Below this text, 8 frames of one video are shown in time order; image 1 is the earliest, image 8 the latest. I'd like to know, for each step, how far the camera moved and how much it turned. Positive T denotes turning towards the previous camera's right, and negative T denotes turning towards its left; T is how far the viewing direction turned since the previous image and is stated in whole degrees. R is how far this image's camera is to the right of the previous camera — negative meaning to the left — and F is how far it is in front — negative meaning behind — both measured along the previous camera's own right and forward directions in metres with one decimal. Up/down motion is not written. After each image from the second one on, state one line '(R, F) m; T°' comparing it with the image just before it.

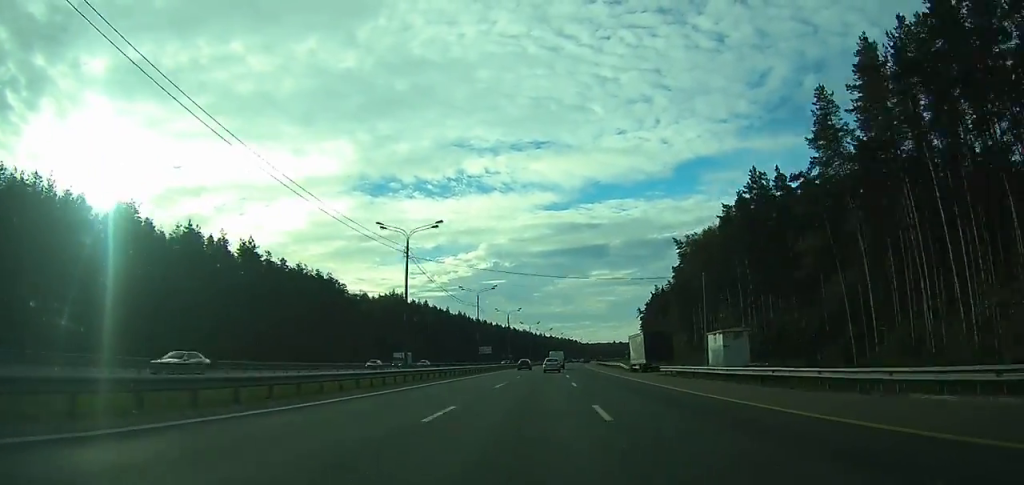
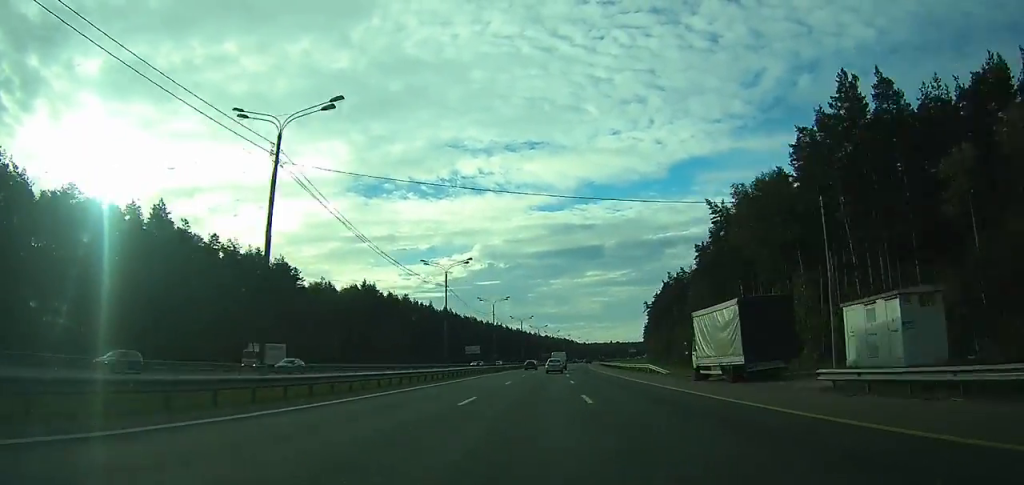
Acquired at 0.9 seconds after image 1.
(+0.1, +27.9) m; +1°
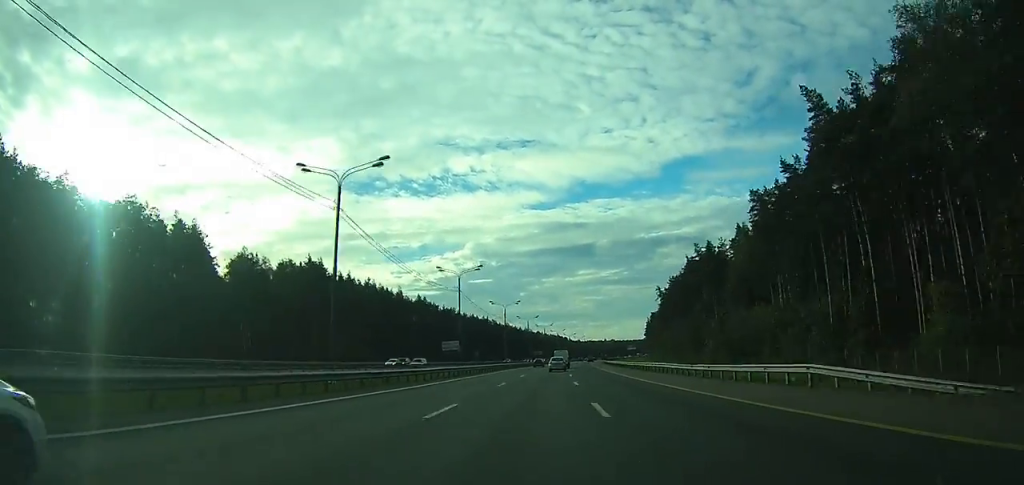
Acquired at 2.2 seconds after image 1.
(-0.1, +37.8) m; +1°
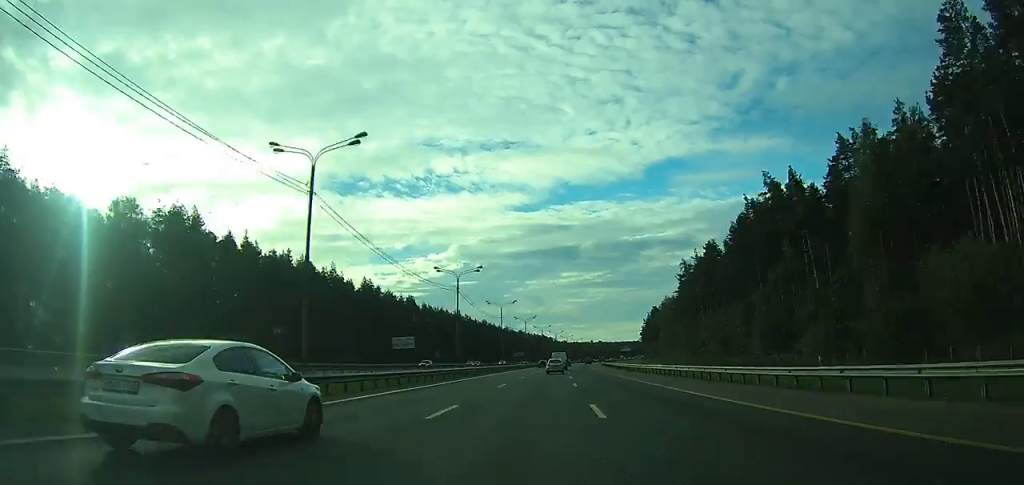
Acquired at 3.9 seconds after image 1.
(+0.7, +47.8) m; +1°
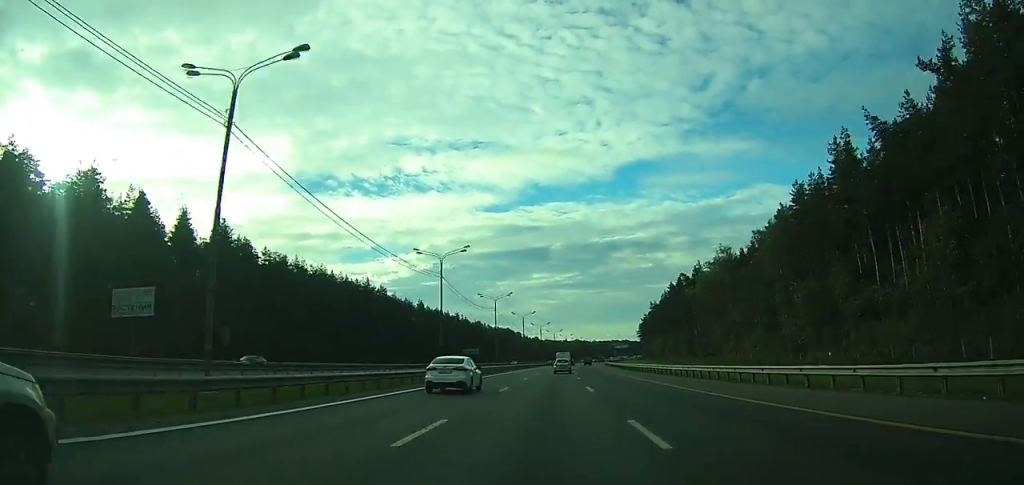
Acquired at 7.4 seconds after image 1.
(+2.7, +97.1) m; +3°
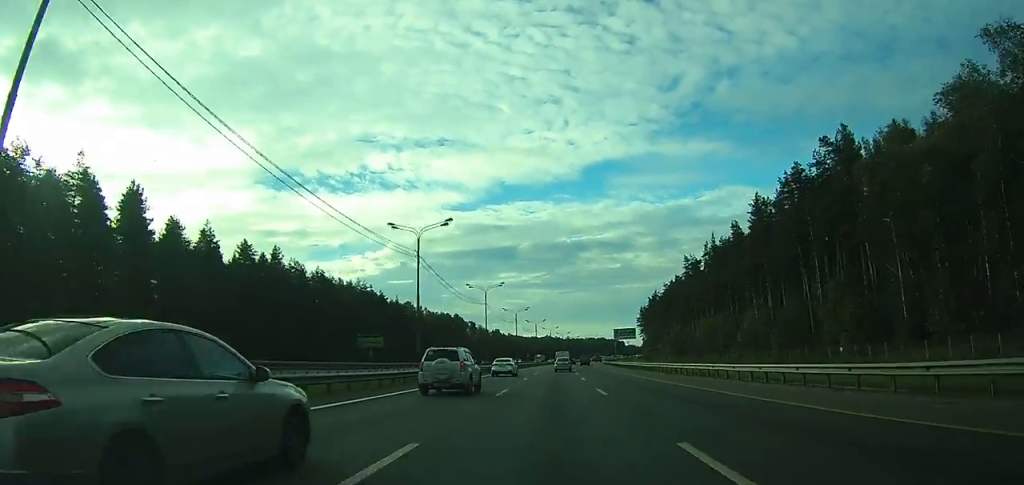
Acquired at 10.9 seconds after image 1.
(+2.1, +103.0) m; +3°
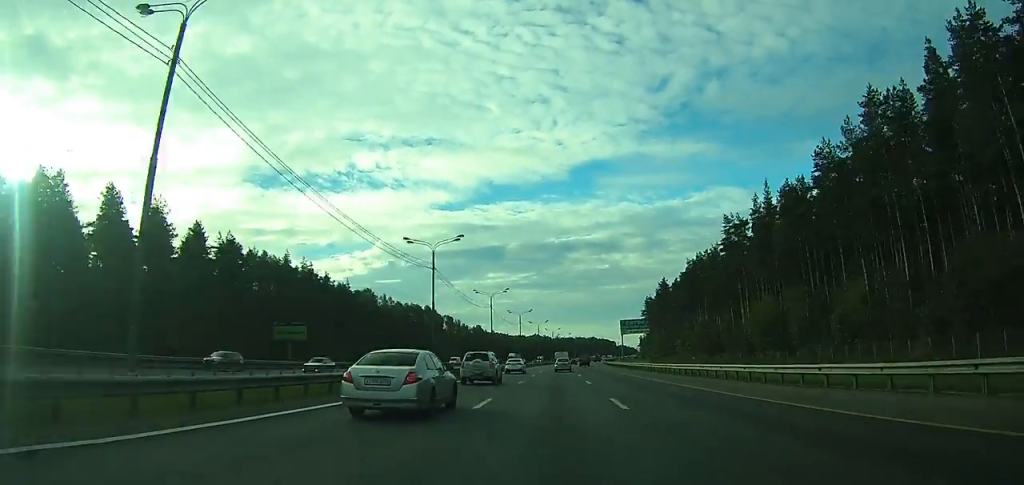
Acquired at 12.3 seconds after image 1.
(+0.3, +39.1) m; +1°
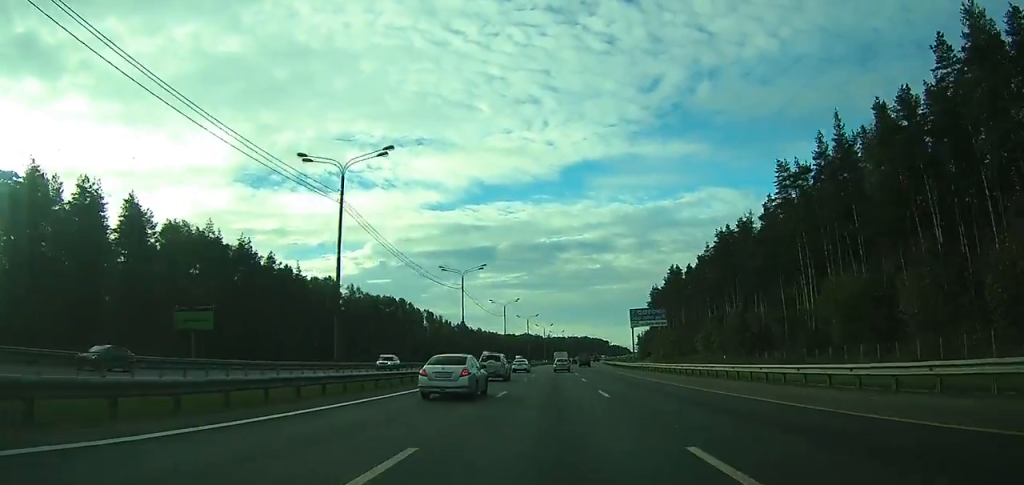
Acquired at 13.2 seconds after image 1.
(+0.5, +26.6) m; +1°
